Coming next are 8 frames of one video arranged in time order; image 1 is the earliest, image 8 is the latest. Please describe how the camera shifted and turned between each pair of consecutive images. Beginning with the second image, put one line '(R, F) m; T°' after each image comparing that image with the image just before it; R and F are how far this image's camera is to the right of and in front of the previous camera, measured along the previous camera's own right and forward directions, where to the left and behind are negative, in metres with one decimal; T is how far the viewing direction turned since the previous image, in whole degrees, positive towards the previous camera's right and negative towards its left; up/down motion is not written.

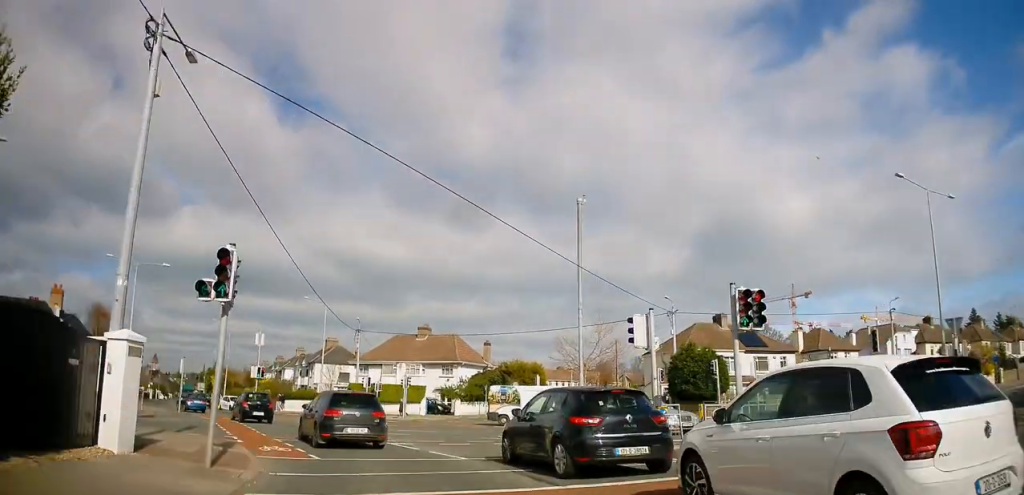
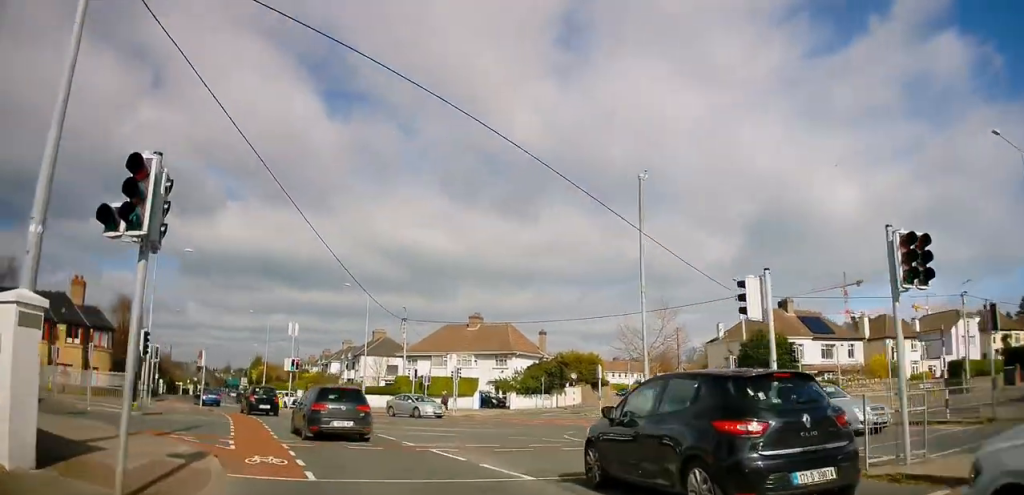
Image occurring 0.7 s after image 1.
(+0.2, +3.6) m; -5°
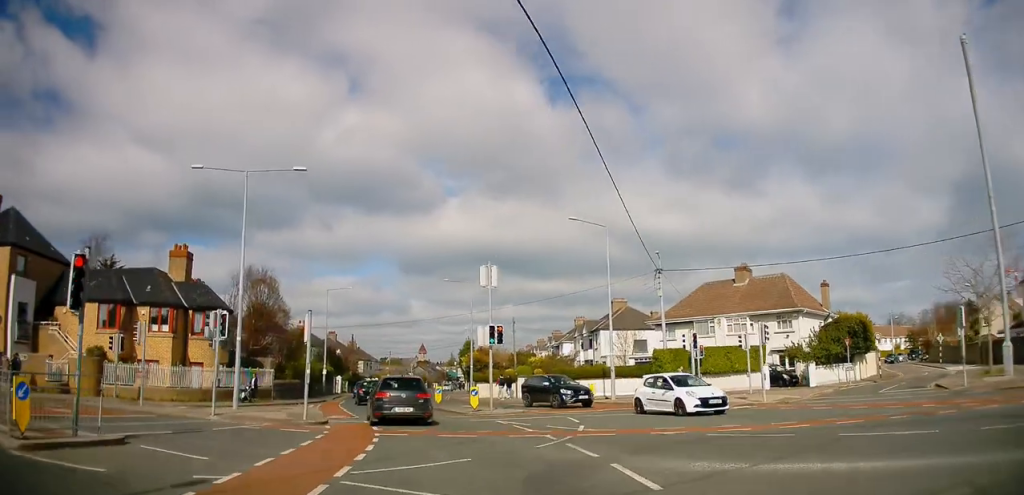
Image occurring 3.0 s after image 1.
(-3.4, +14.6) m; -19°
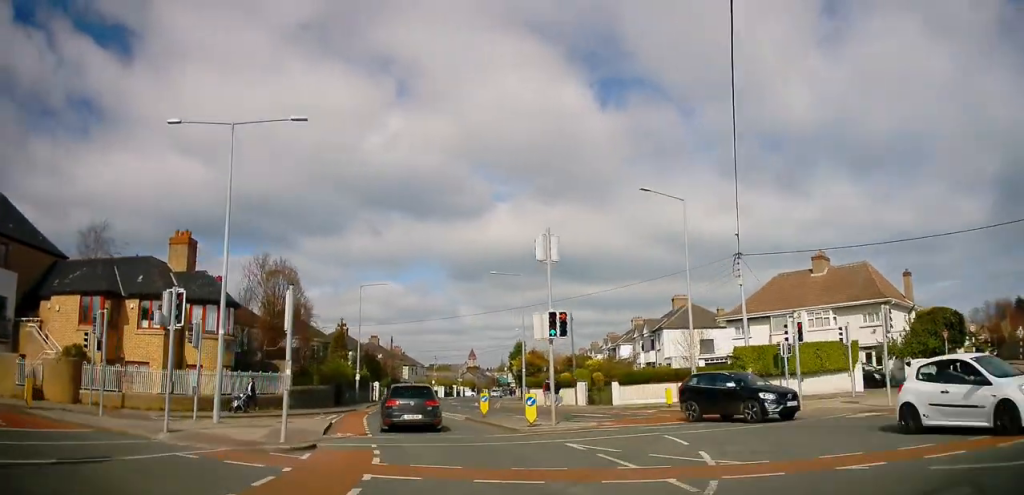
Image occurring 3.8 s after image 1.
(-0.1, +5.5) m; -5°
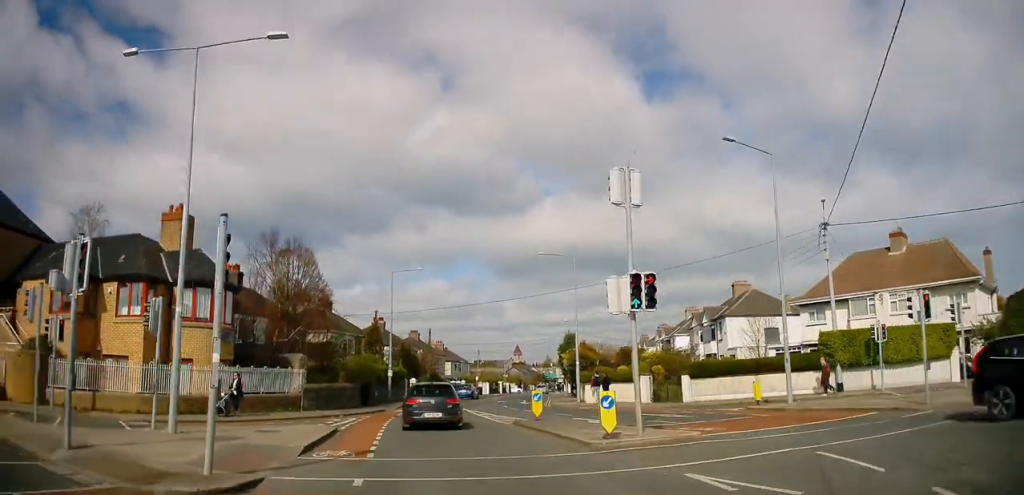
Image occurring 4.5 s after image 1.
(-0.3, +5.1) m; -6°
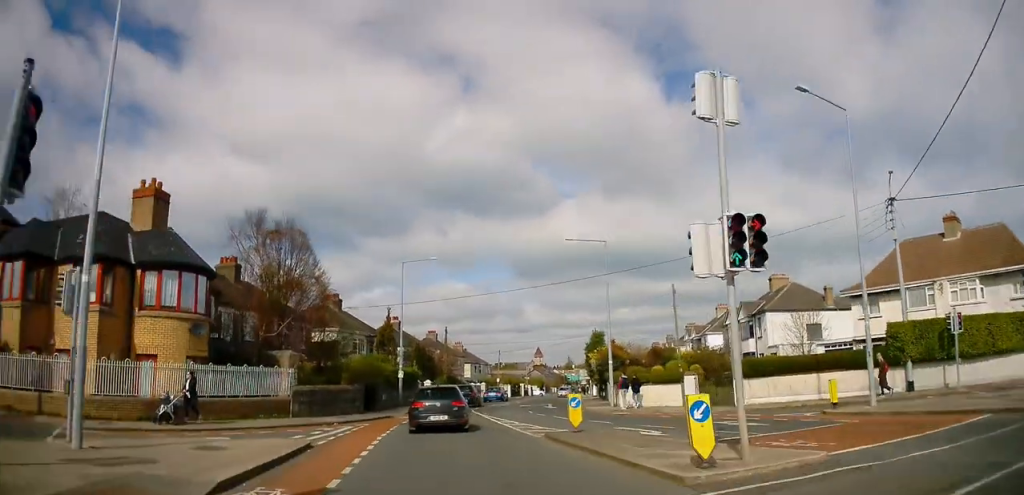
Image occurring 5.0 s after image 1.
(-0.2, +4.2) m; -2°
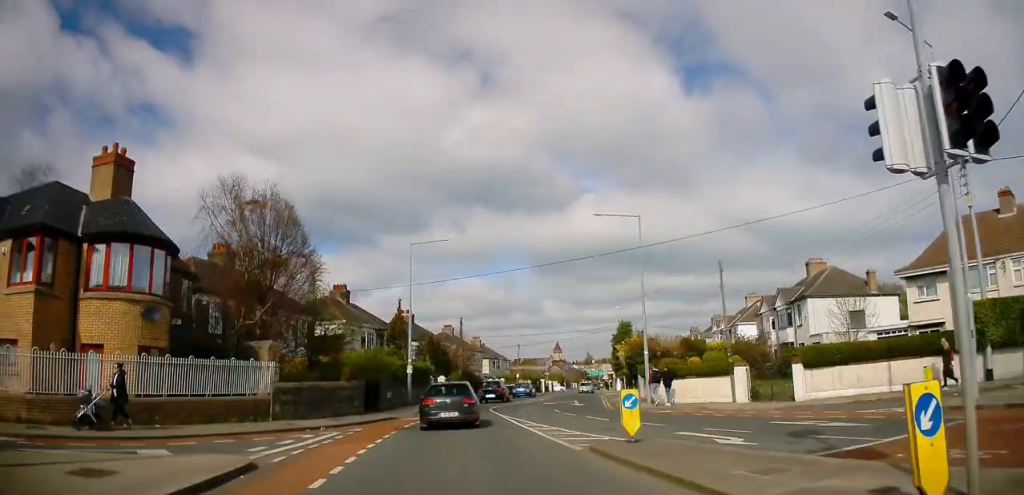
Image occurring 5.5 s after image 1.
(-0.1, +4.3) m; -1°
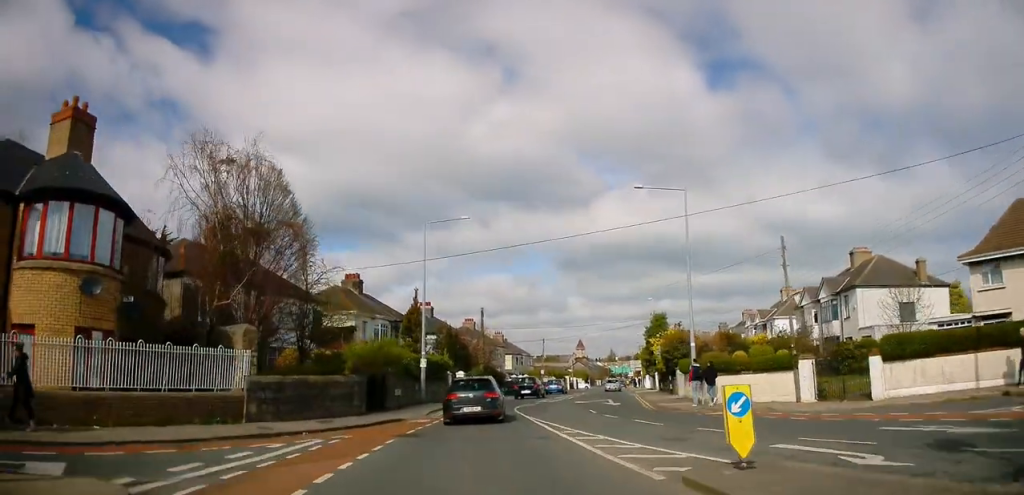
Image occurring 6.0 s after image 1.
(0.0, +3.8) m; -2°
